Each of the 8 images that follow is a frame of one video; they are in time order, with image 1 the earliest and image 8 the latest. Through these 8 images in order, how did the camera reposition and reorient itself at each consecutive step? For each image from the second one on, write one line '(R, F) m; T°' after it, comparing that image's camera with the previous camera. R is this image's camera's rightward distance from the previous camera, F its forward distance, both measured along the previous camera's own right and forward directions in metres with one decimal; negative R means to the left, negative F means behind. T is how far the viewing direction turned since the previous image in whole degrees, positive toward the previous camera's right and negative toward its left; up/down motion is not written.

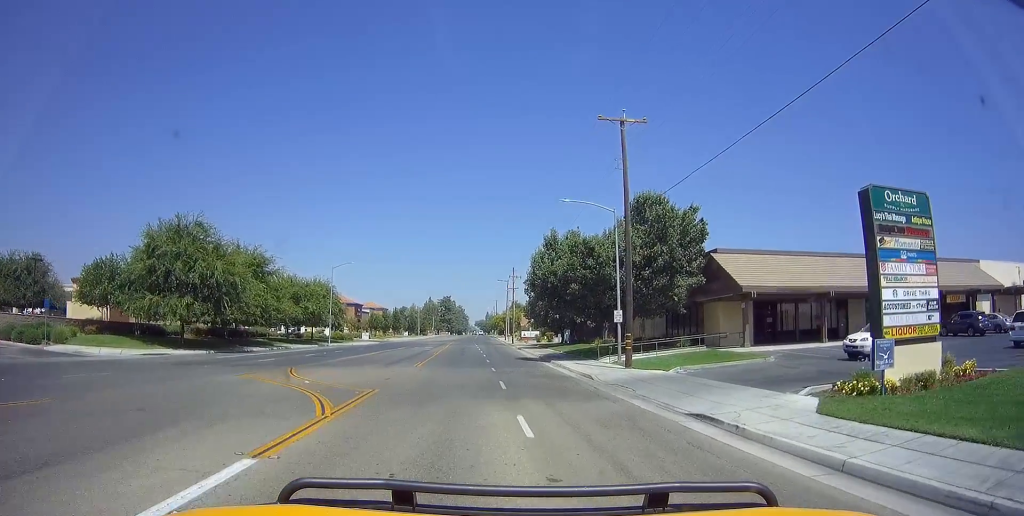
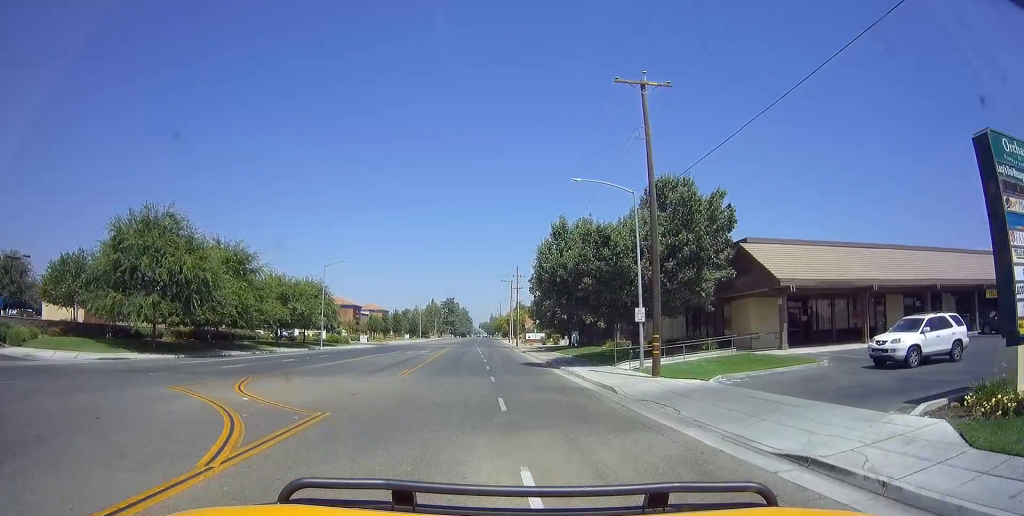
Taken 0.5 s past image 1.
(-0.1, +3.9) m; +2°
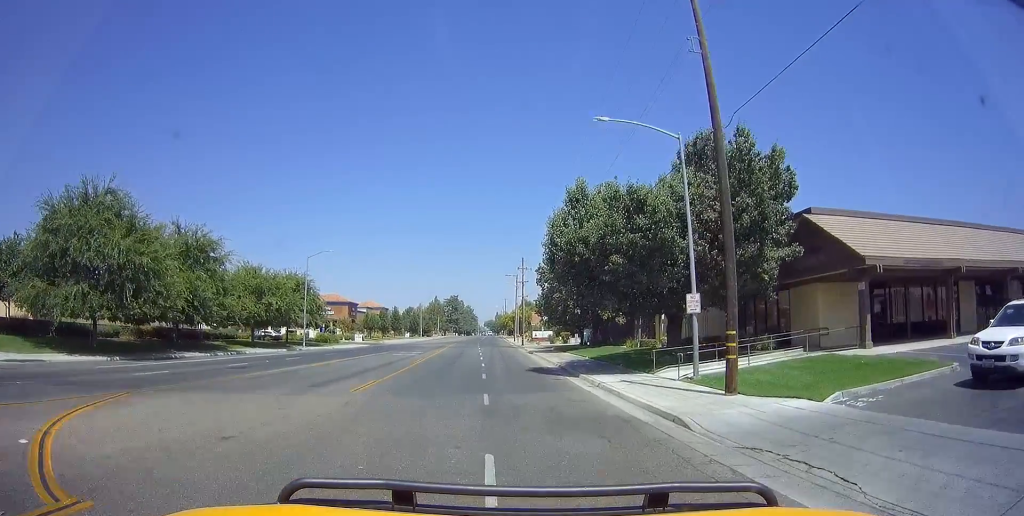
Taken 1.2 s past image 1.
(+0.4, +7.0) m; 0°
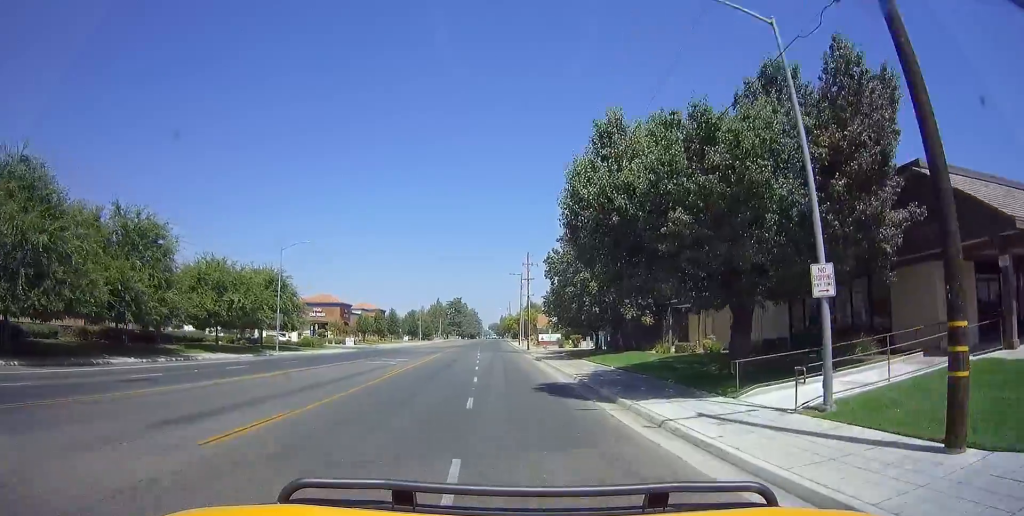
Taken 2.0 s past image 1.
(-0.1, +7.6) m; -2°
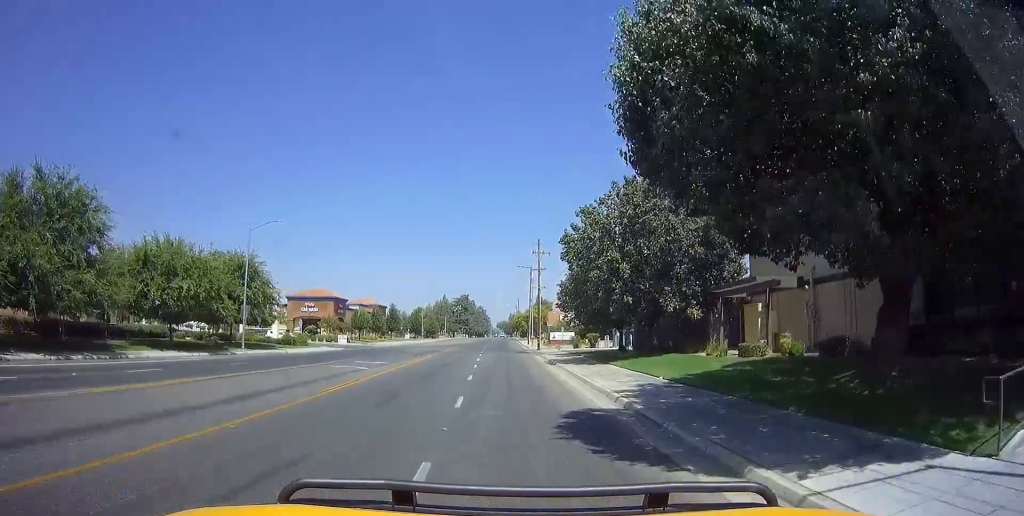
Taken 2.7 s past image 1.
(-0.3, +7.7) m; -2°
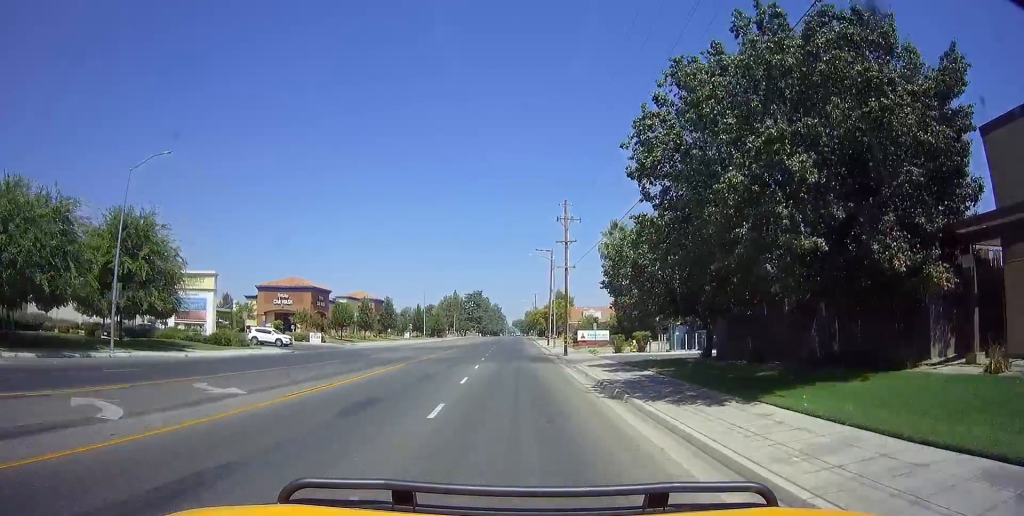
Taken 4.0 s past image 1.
(+0.5, +16.2) m; +3°
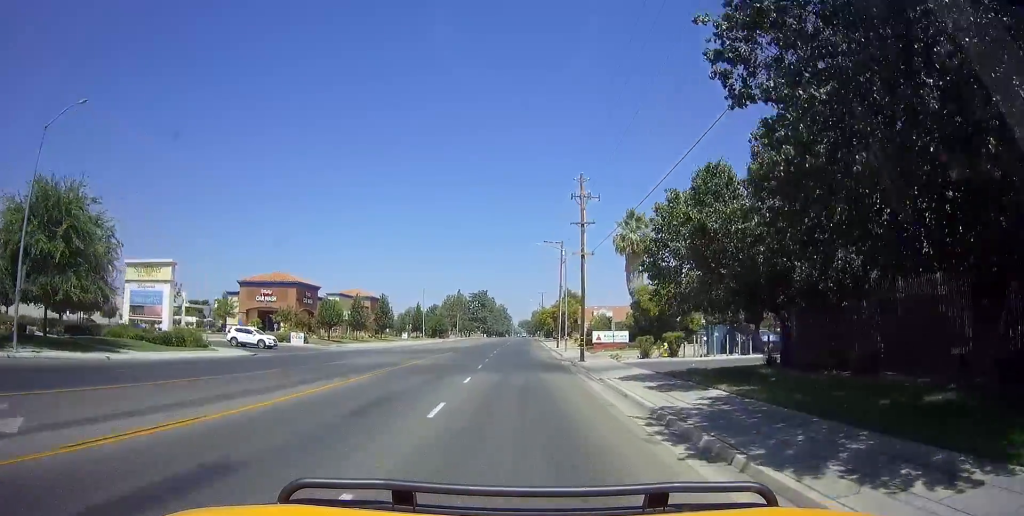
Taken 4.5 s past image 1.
(+0.4, +6.8) m; 0°
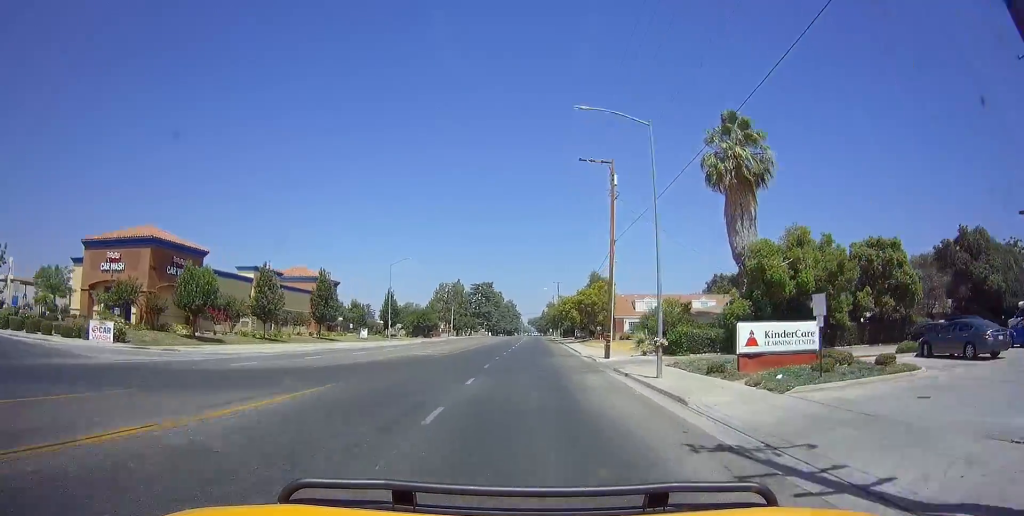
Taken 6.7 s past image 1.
(-1.6, +31.7) m; -3°
